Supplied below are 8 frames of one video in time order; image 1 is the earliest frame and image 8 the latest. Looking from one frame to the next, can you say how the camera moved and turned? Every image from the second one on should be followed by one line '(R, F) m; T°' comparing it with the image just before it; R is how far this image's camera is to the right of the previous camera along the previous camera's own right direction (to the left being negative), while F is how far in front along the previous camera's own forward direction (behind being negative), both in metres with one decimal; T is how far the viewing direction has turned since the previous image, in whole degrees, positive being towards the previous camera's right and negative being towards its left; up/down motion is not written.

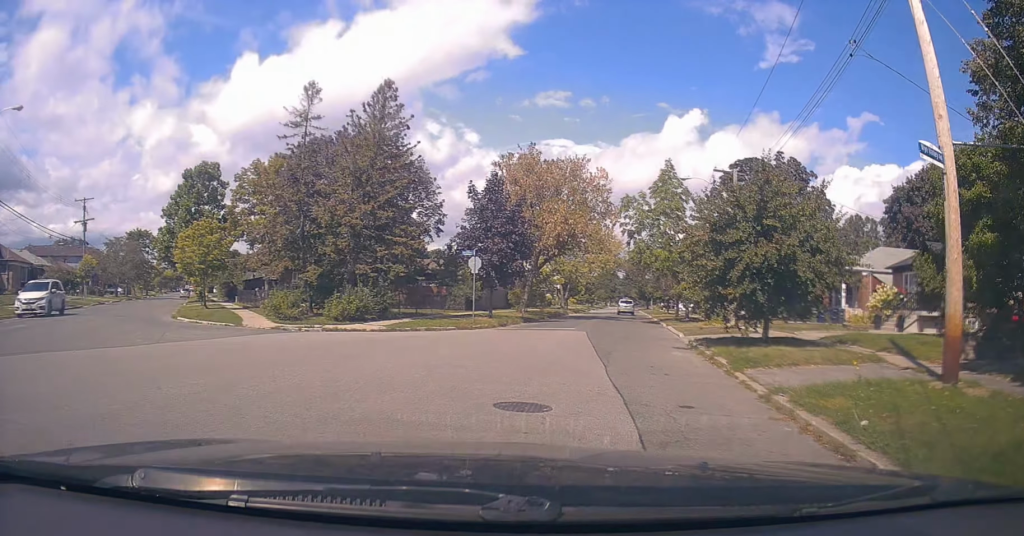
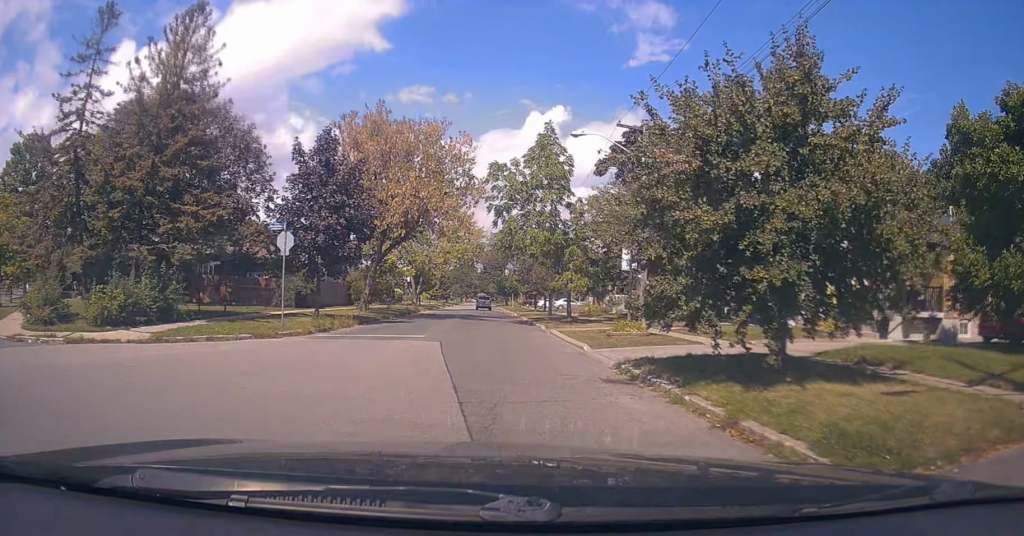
(+0.7, +8.2) m; +8°
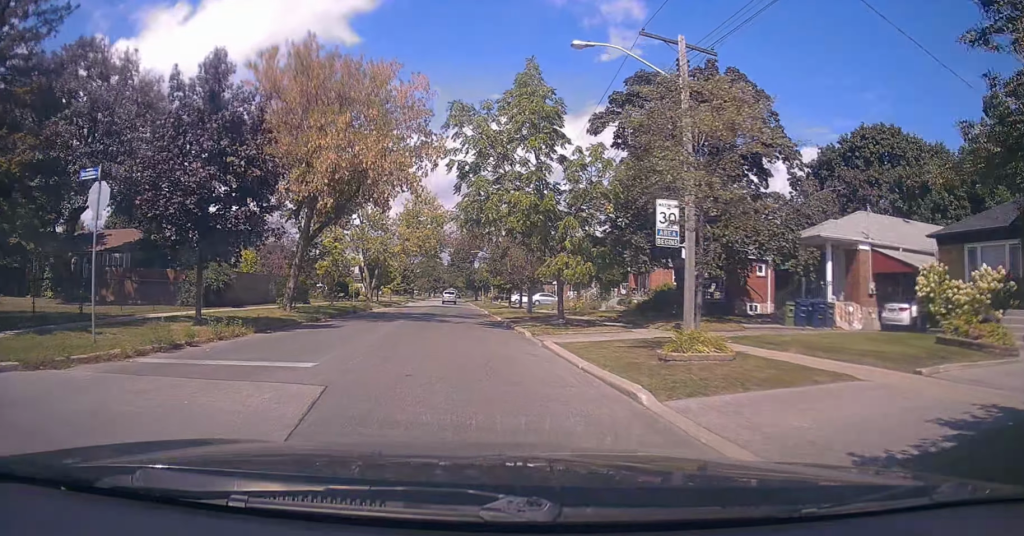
(+0.6, +8.6) m; +6°
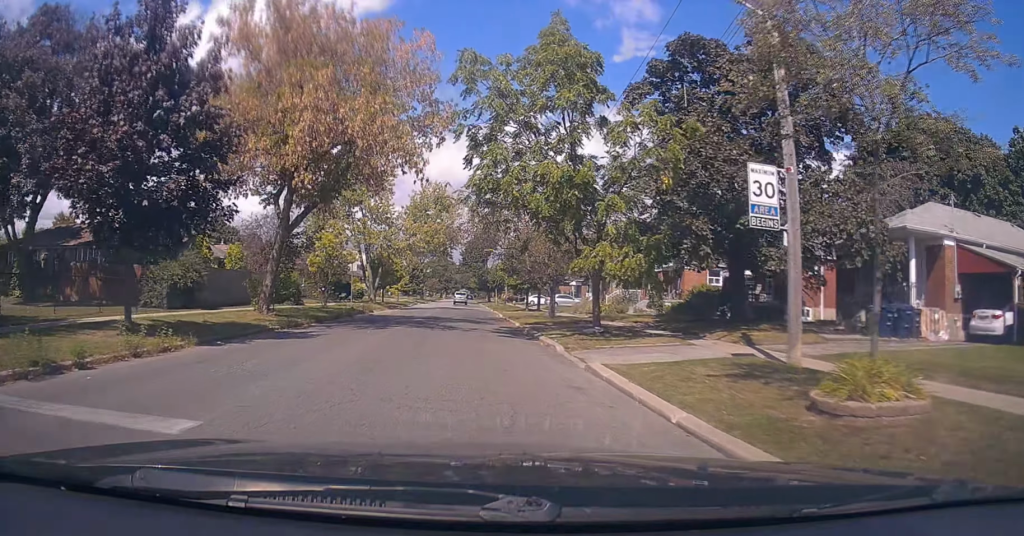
(+0.2, +4.6) m; +2°
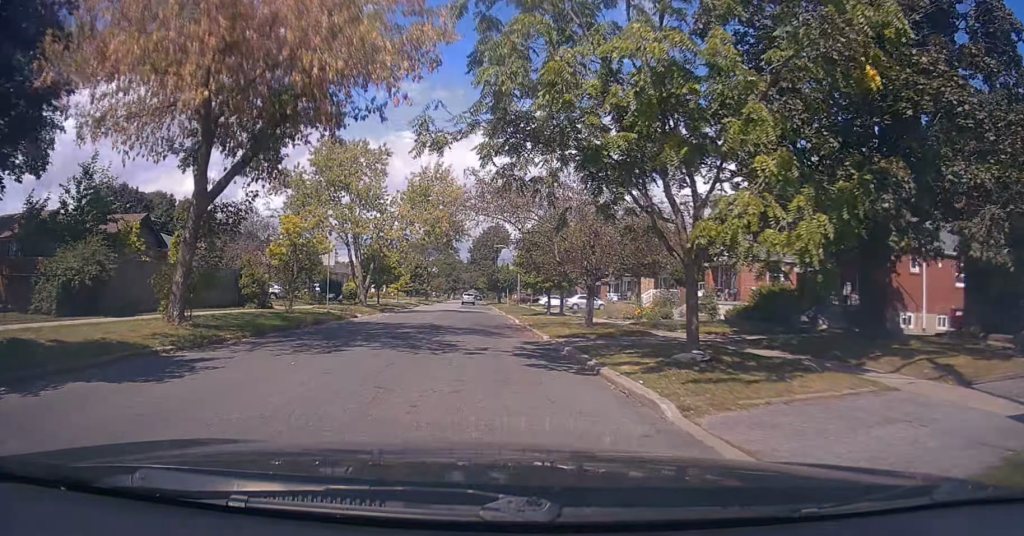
(-0.3, +7.8) m; +1°
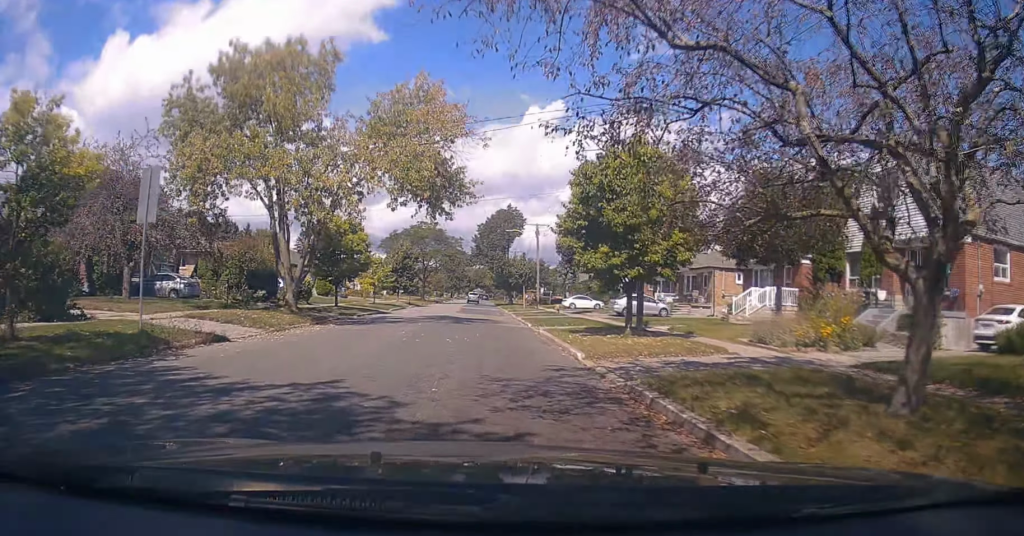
(-0.8, +17.6) m; -5°
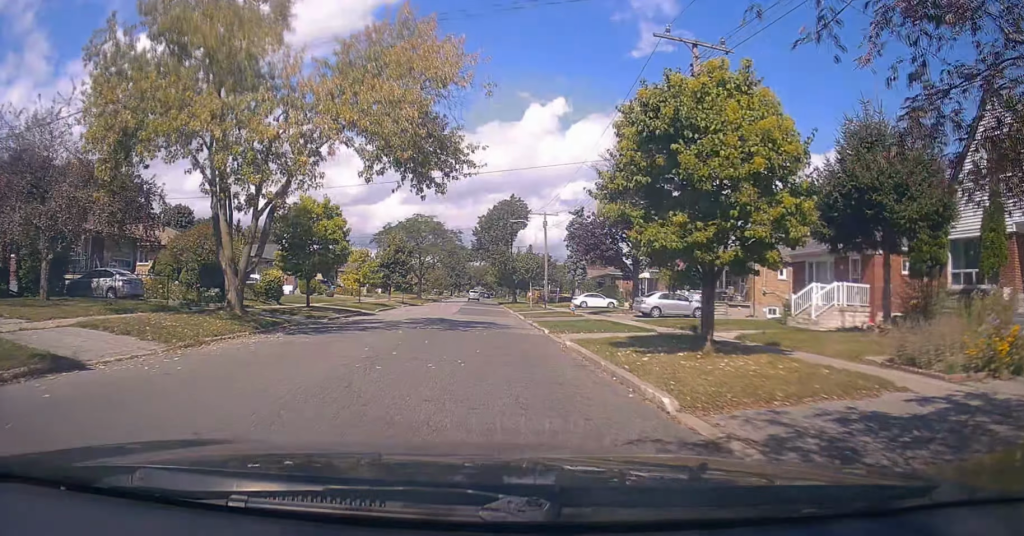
(+0.4, +6.3) m; +2°
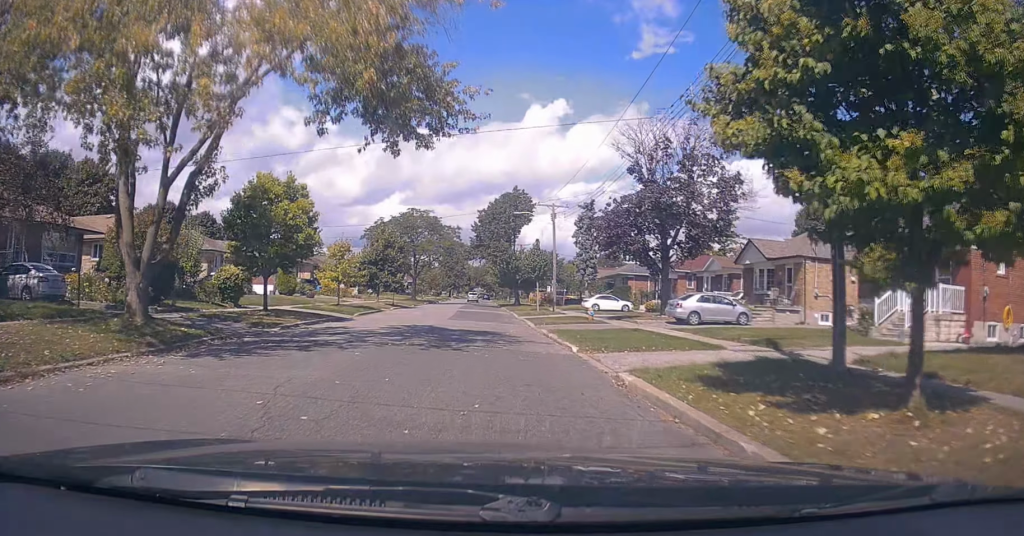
(0.0, +6.2) m; 0°
